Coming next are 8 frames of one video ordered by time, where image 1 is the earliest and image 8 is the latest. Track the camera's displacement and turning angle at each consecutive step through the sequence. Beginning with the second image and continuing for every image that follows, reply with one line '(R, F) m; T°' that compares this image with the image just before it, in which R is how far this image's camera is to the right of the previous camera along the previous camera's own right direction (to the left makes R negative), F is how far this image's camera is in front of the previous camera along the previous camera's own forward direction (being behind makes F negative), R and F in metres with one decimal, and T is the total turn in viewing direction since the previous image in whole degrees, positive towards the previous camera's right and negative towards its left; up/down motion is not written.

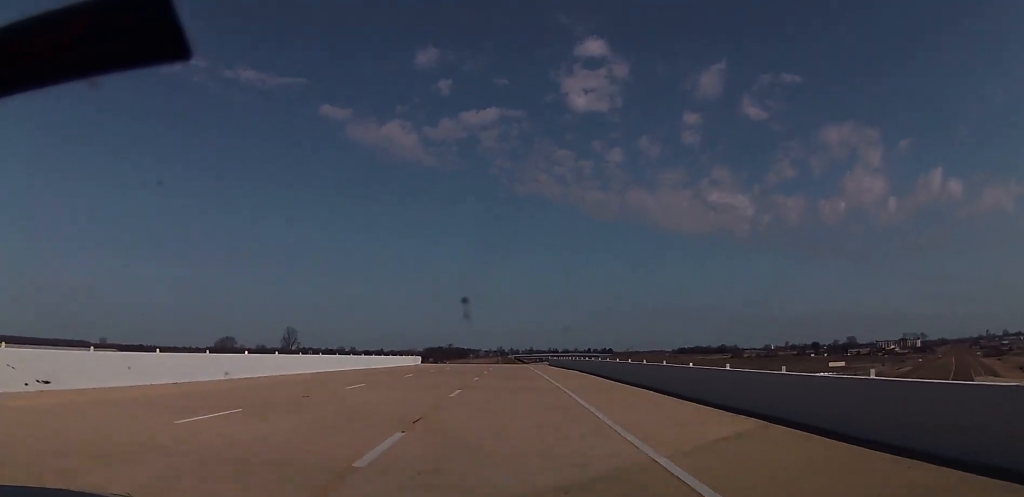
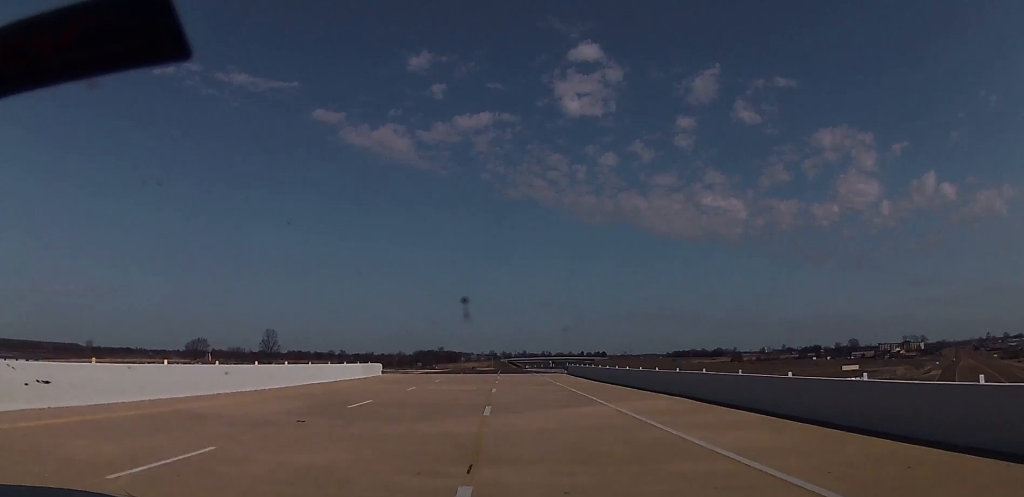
(+1.0, +27.5) m; +4°
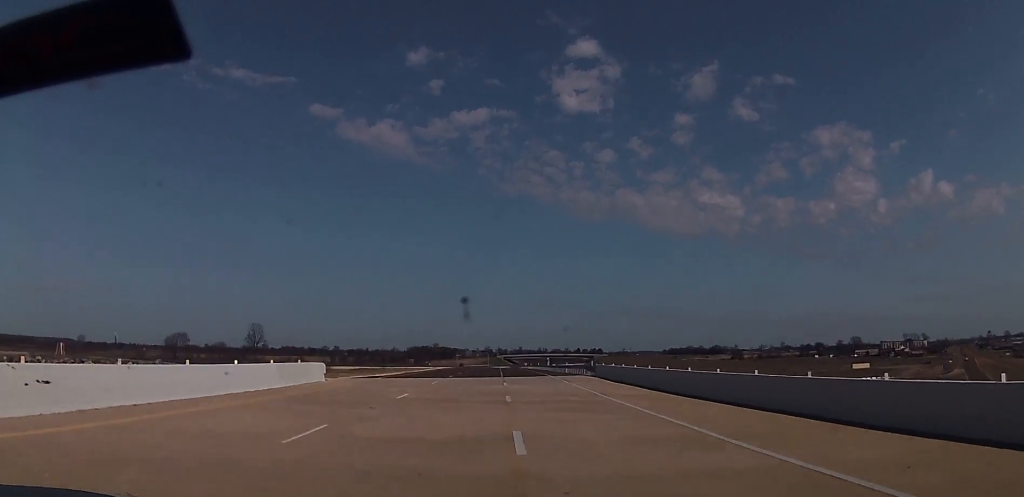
(+0.4, +18.1) m; +1°
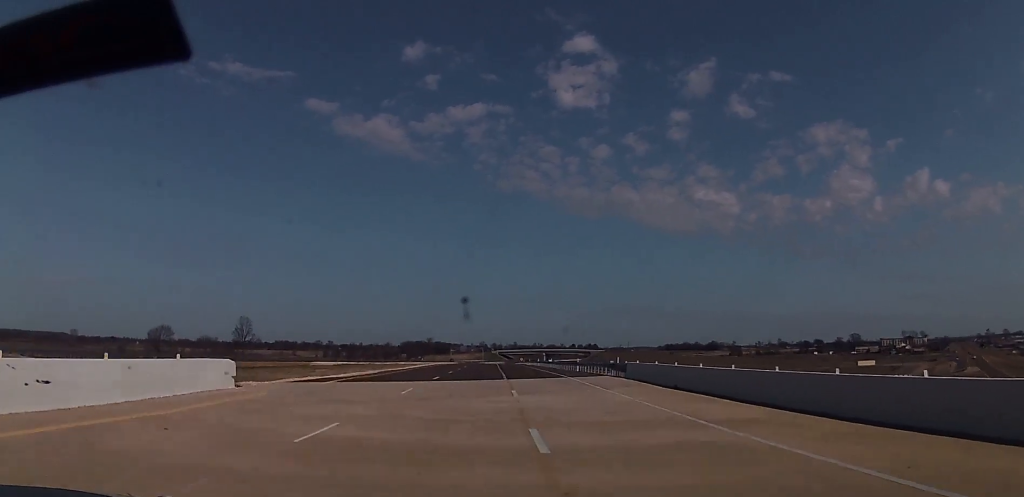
(+0.1, +12.0) m; 0°
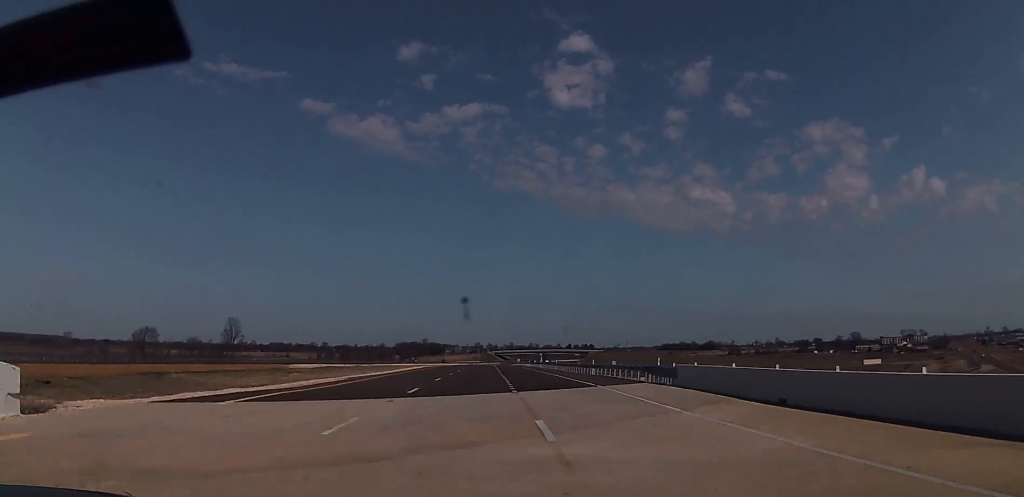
(0.0, +10.8) m; 0°
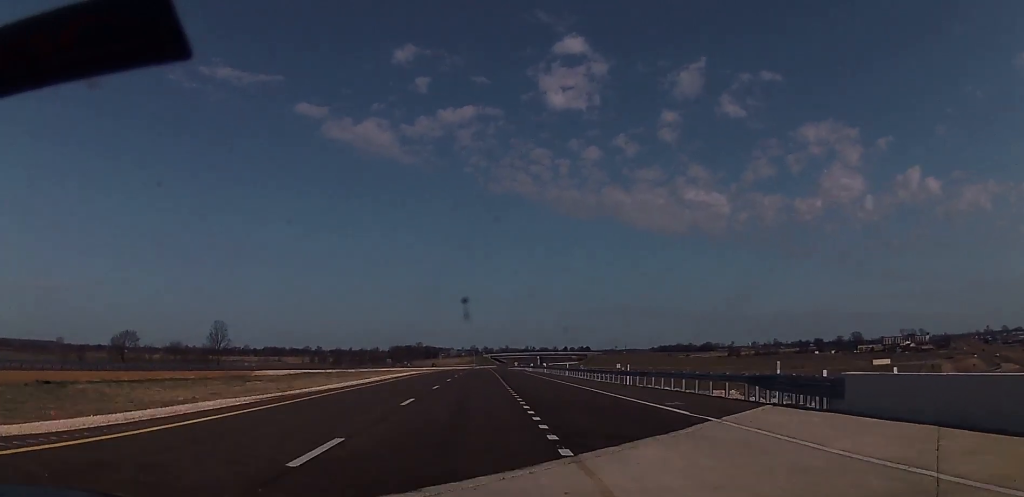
(0.0, +14.3) m; 0°
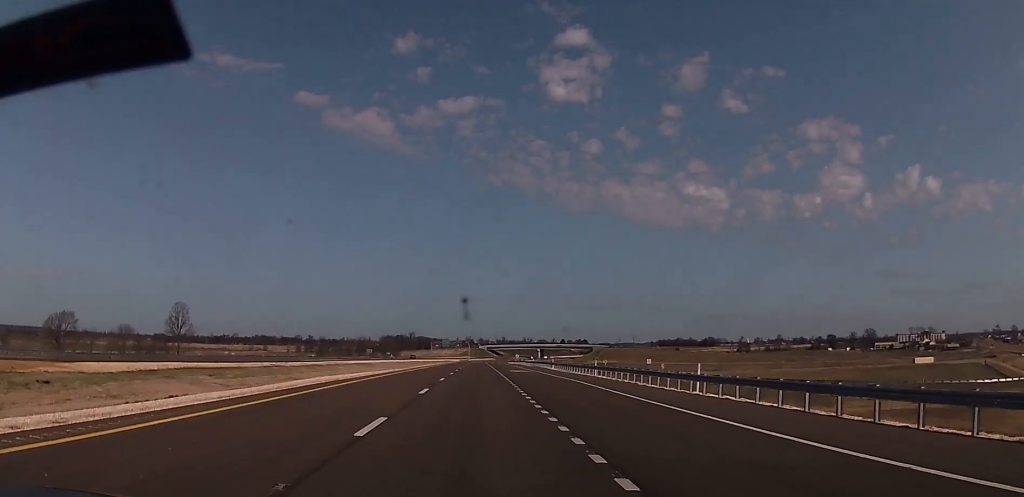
(+0.7, +45.3) m; +2°
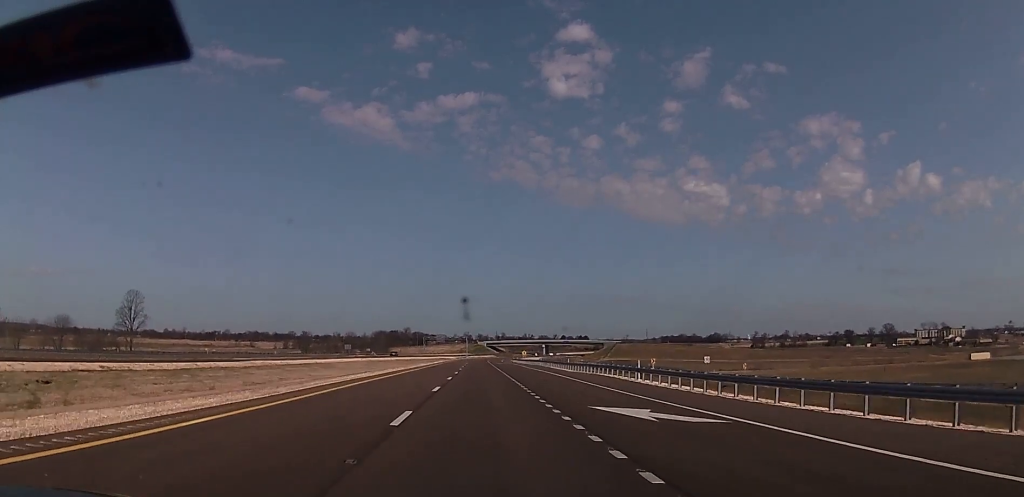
(-0.7, +45.4) m; 0°
